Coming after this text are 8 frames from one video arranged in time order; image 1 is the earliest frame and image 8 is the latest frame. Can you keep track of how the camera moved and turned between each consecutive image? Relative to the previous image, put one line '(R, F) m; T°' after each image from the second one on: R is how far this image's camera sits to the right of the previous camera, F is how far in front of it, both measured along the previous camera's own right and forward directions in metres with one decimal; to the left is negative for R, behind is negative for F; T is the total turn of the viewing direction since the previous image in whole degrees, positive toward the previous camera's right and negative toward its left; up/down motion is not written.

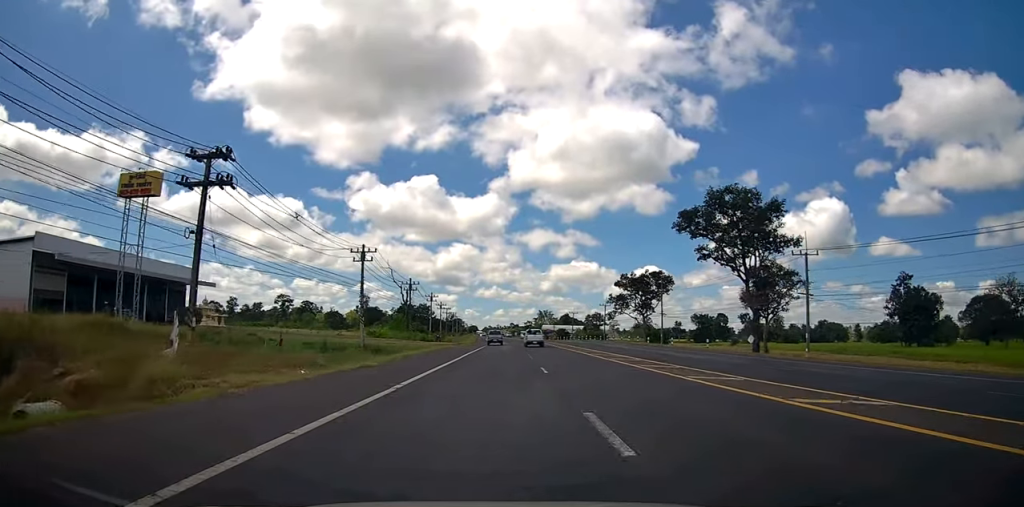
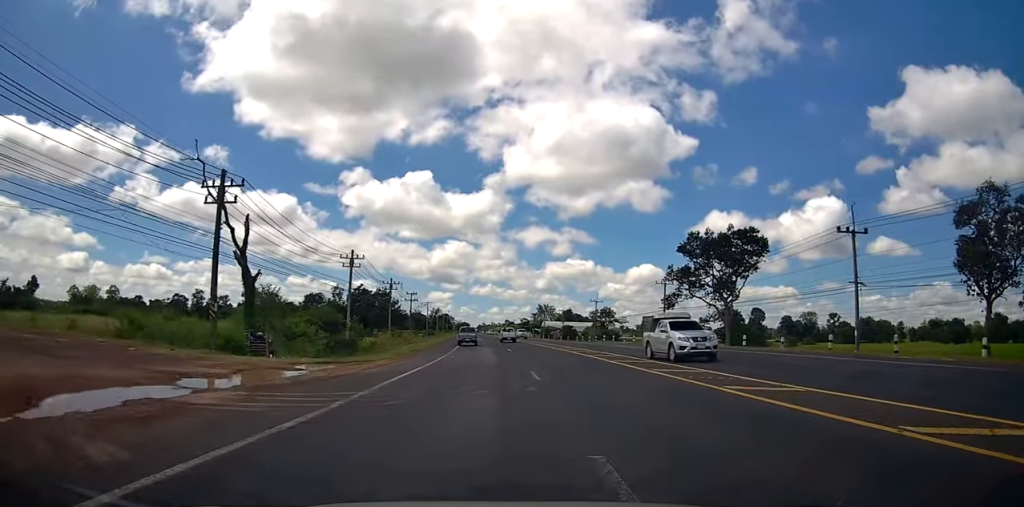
(+0.9, +51.7) m; +1°
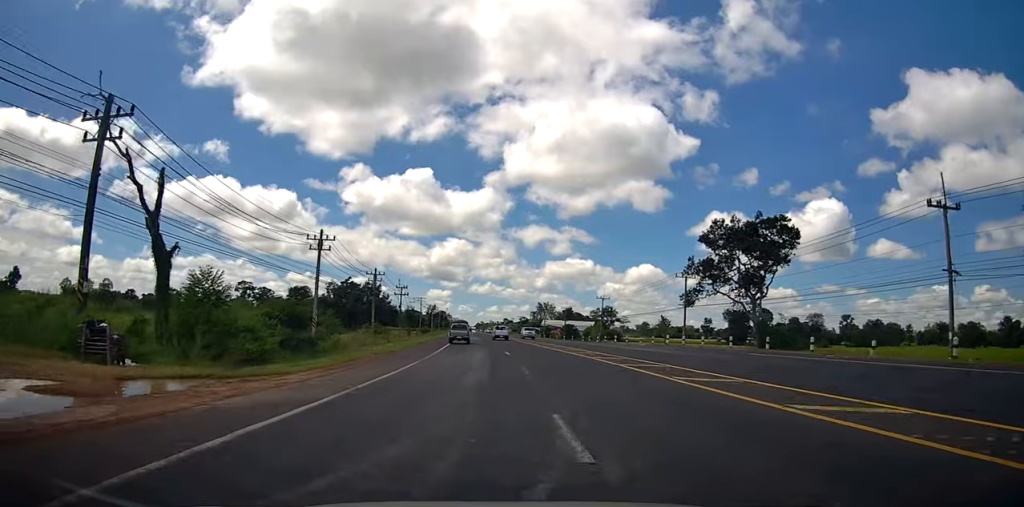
(-0.1, +9.3) m; 0°
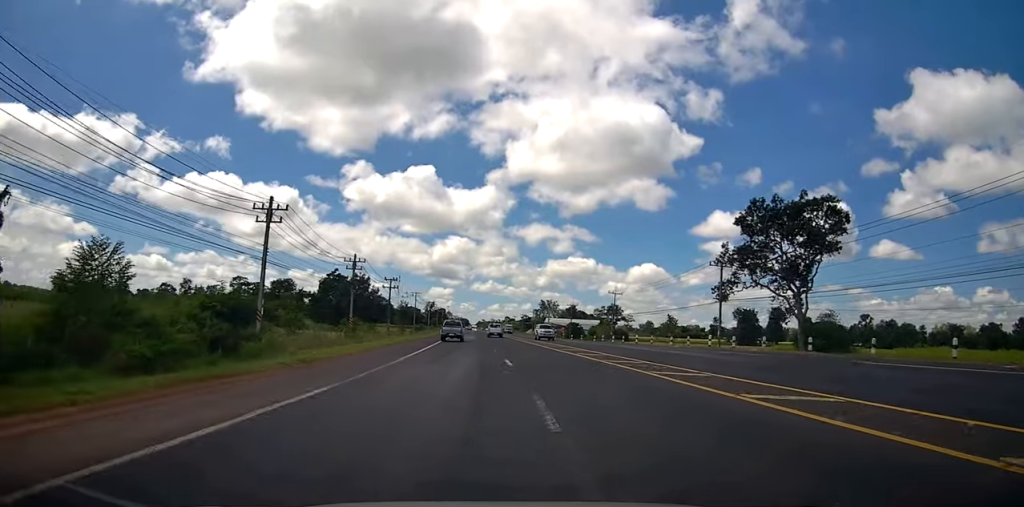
(-0.2, +11.1) m; -1°
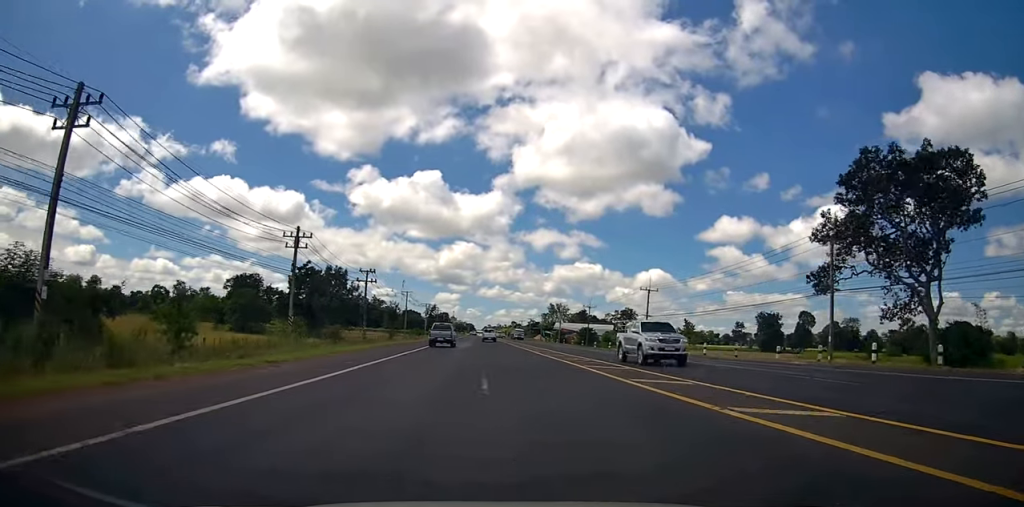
(-0.1, +18.9) m; -1°
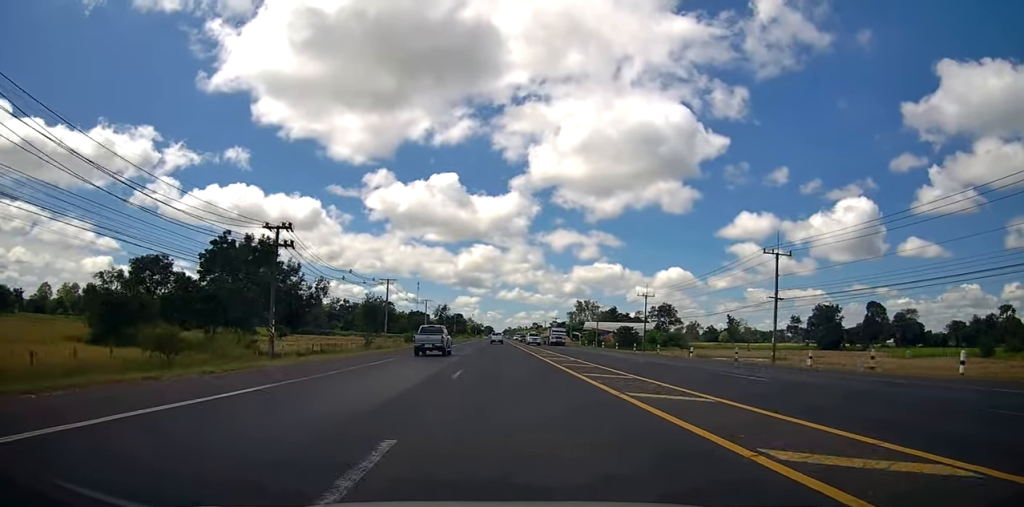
(-0.5, +33.3) m; -2°
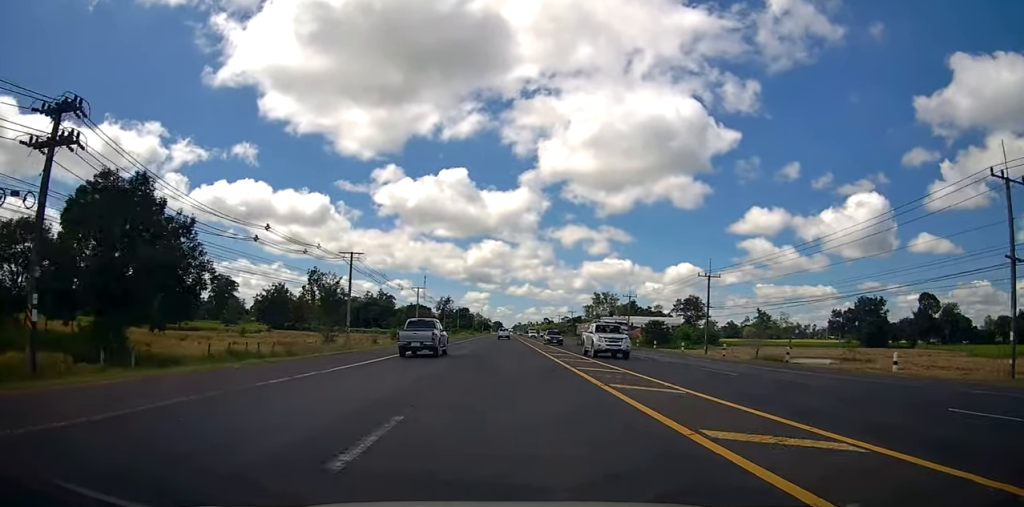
(-0.2, +22.8) m; -1°
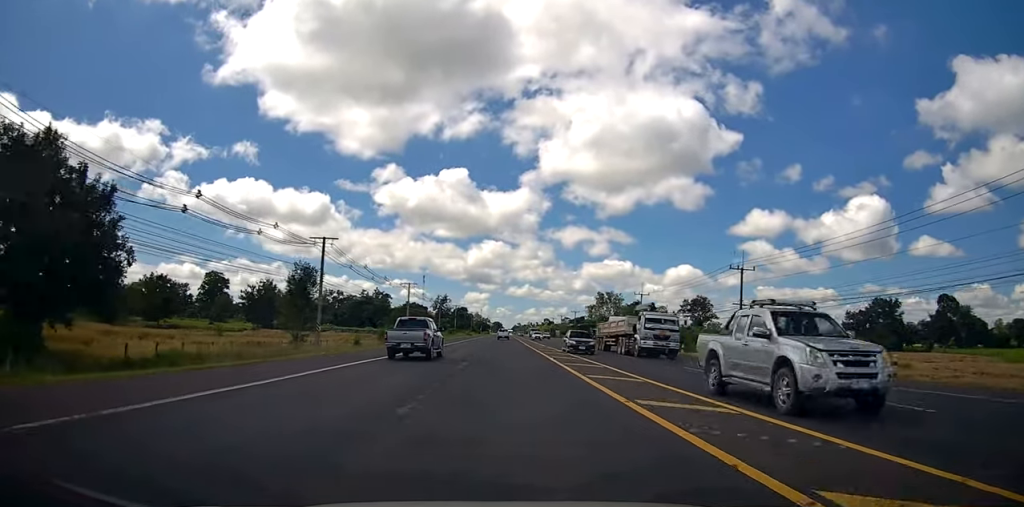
(0.0, +8.8) m; 0°
